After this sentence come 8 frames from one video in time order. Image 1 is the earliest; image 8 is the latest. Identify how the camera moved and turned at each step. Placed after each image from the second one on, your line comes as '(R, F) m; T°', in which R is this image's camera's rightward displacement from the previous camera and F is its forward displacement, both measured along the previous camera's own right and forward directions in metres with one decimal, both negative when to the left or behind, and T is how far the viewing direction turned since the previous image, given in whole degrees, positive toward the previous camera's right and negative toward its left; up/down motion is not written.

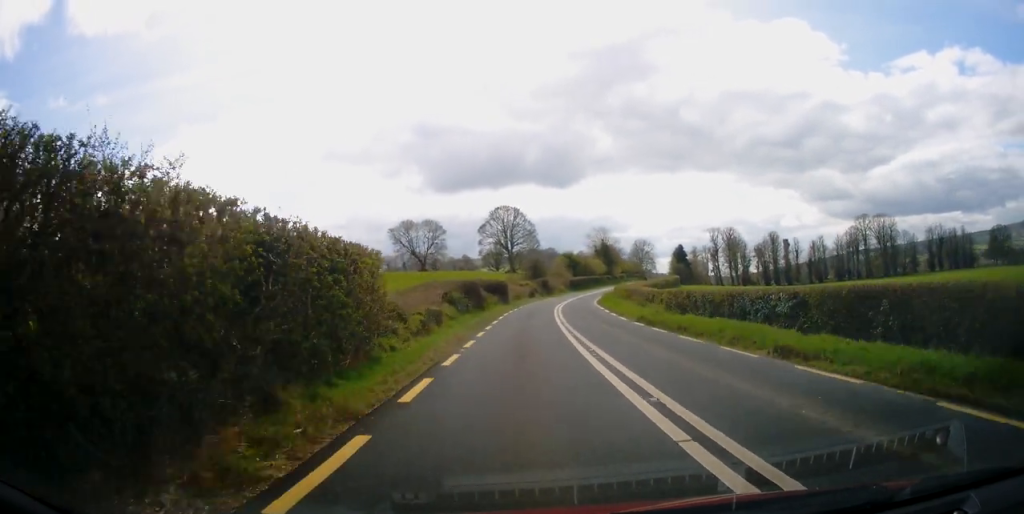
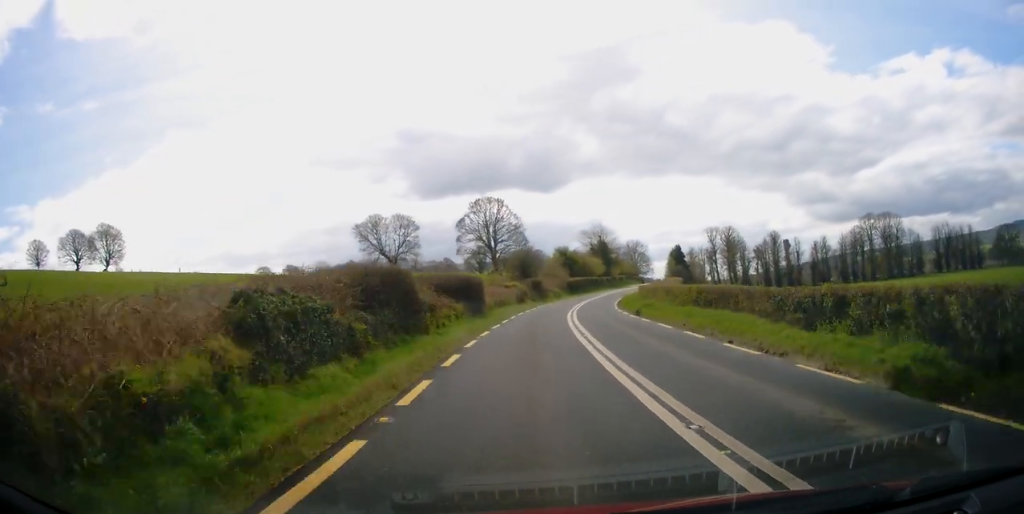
(+0.2, +19.8) m; +1°
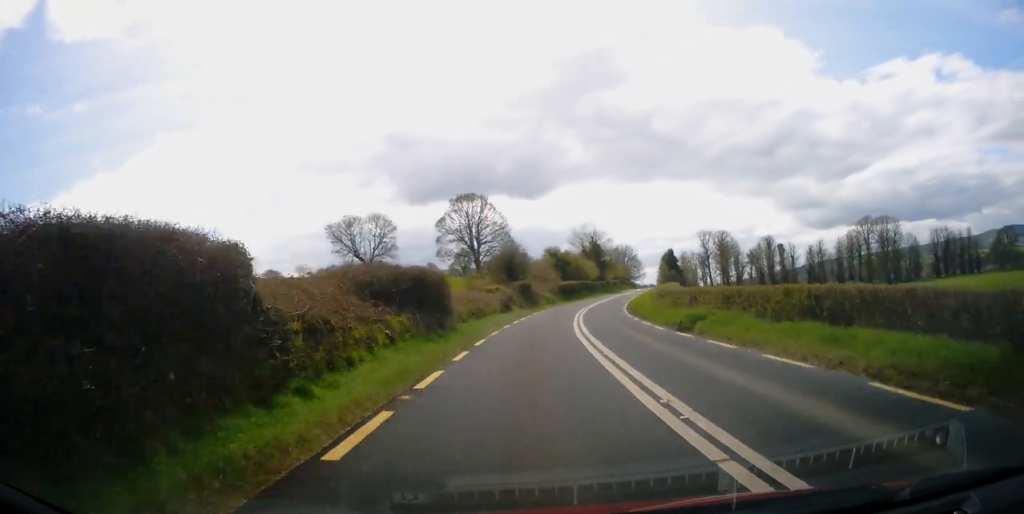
(-0.1, +10.3) m; +1°
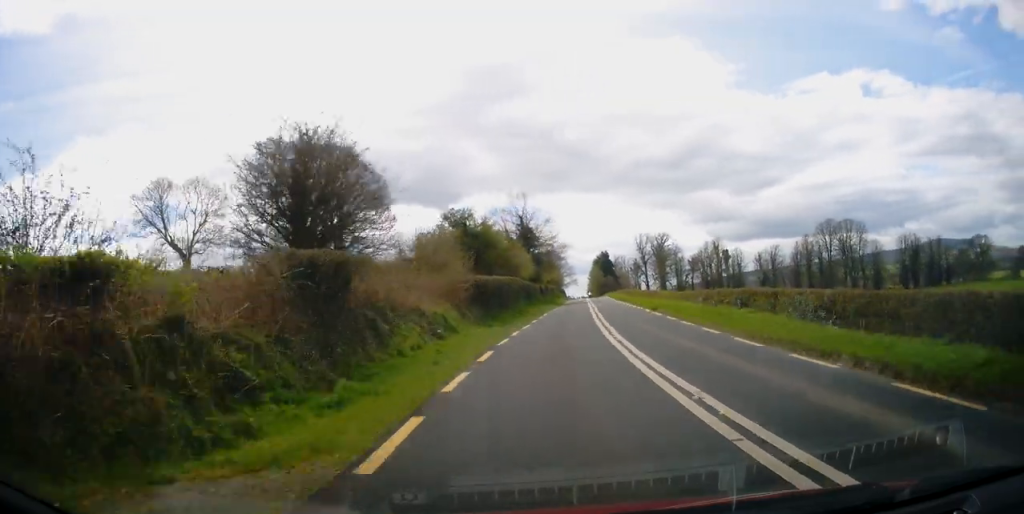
(+1.9, +43.8) m; +8°
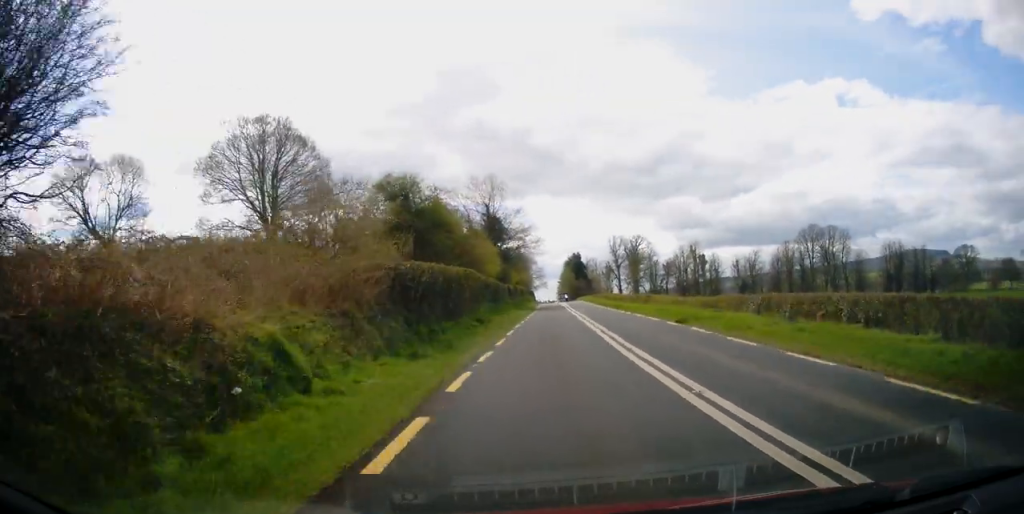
(+0.6, +11.8) m; +3°
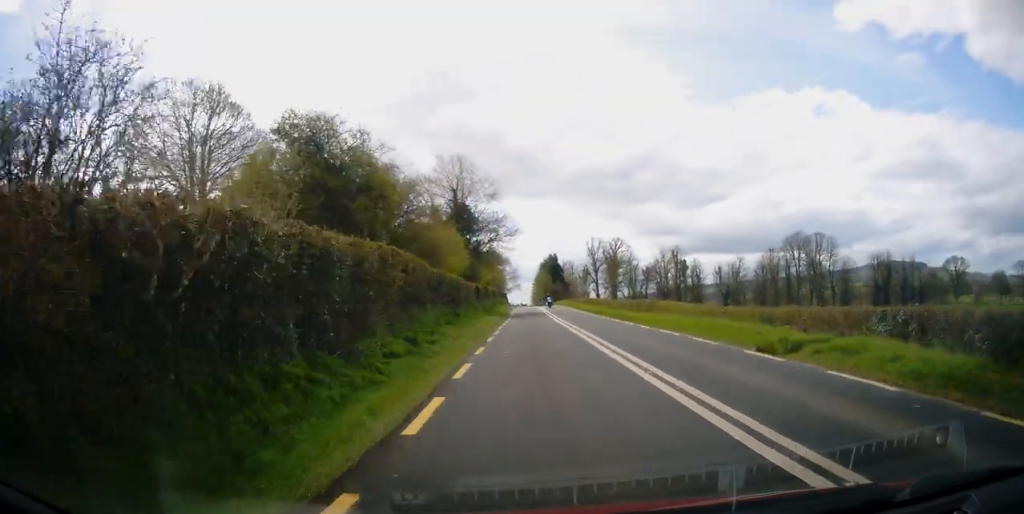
(+0.3, +10.5) m; +3°
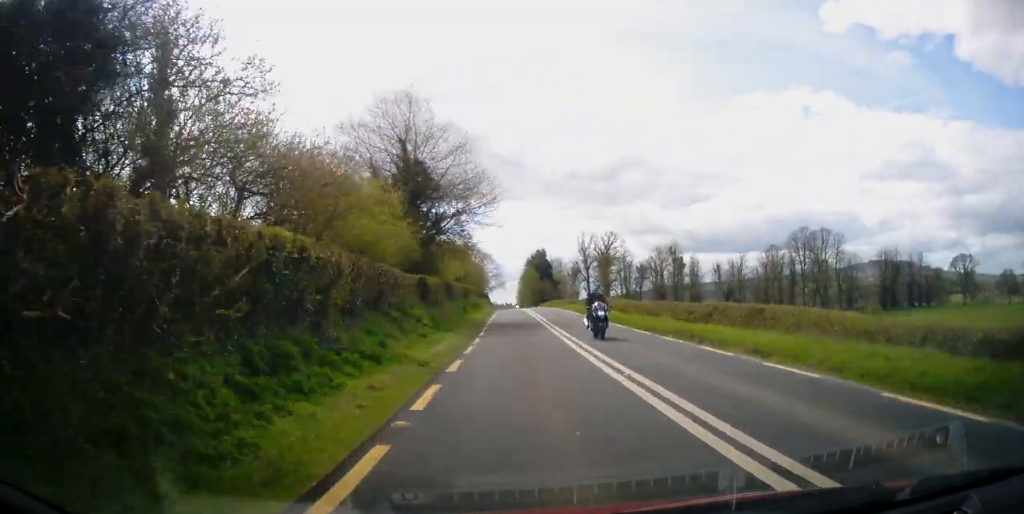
(+0.6, +18.2) m; +2°
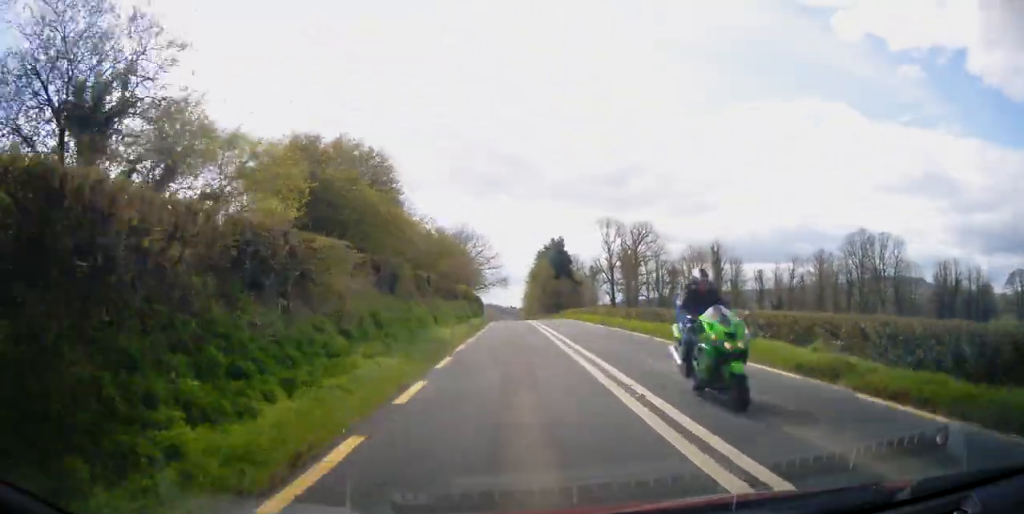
(+0.2, +39.2) m; 0°
